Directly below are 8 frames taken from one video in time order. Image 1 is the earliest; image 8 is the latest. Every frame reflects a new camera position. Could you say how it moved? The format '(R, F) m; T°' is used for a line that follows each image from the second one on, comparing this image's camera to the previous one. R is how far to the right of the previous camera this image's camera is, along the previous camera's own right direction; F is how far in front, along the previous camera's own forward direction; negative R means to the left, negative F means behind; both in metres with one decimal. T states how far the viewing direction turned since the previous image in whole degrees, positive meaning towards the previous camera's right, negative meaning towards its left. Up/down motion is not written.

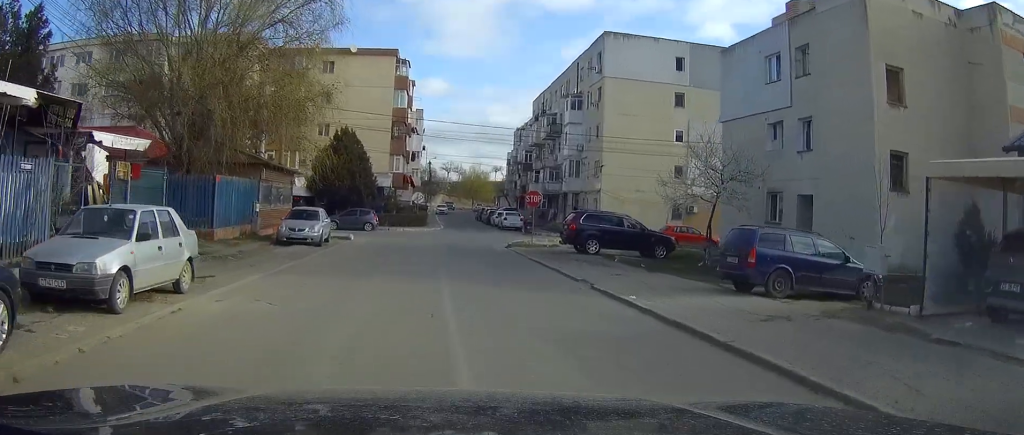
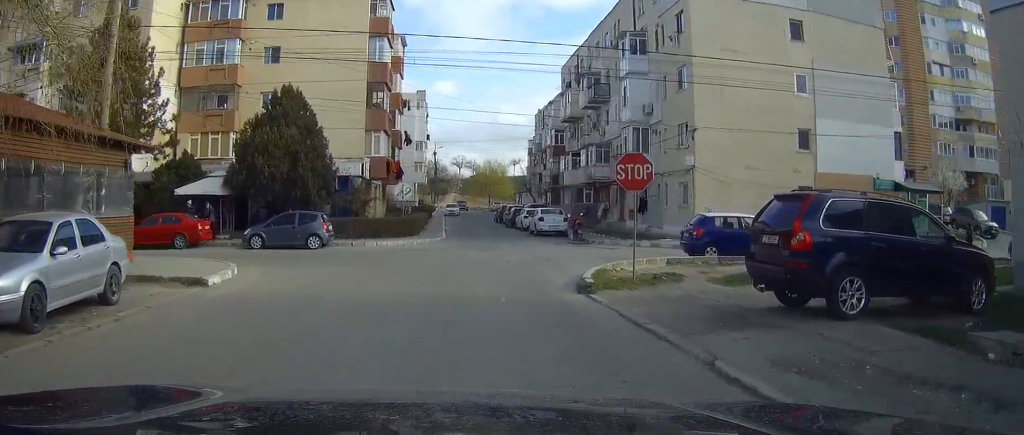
(+0.4, +20.4) m; +3°
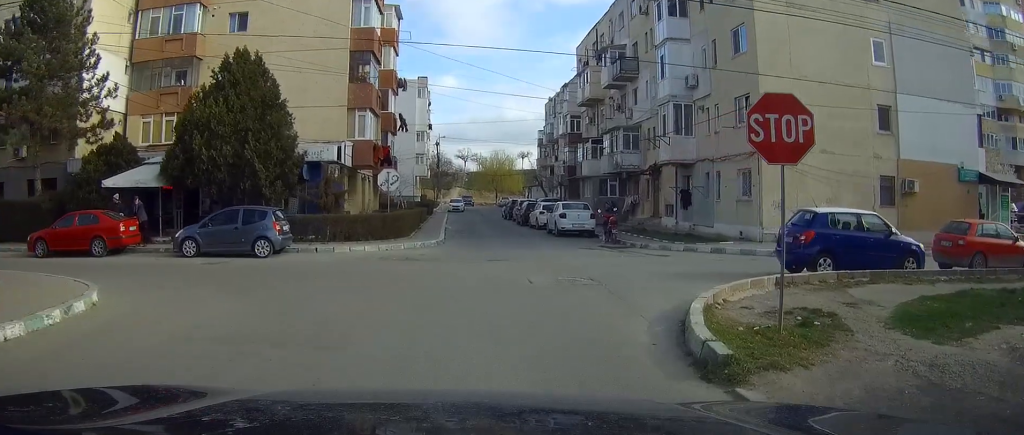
(+0.1, +7.7) m; -1°
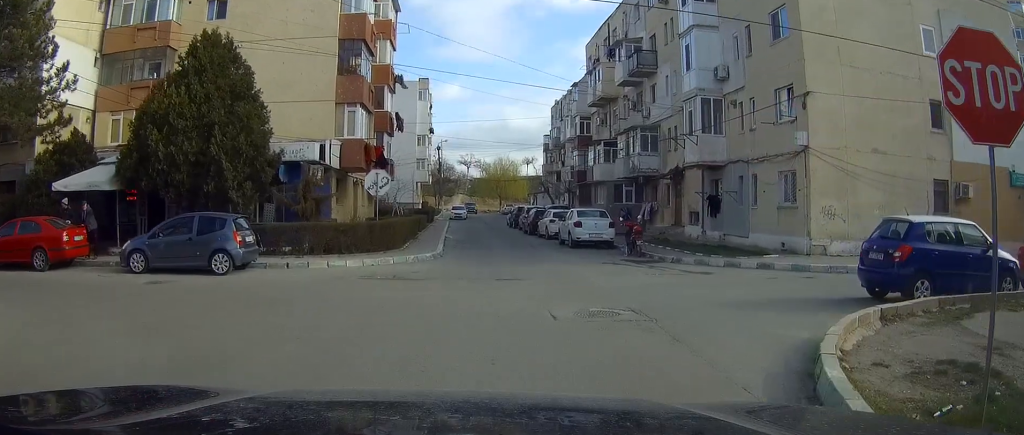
(-0.1, +3.5) m; -1°
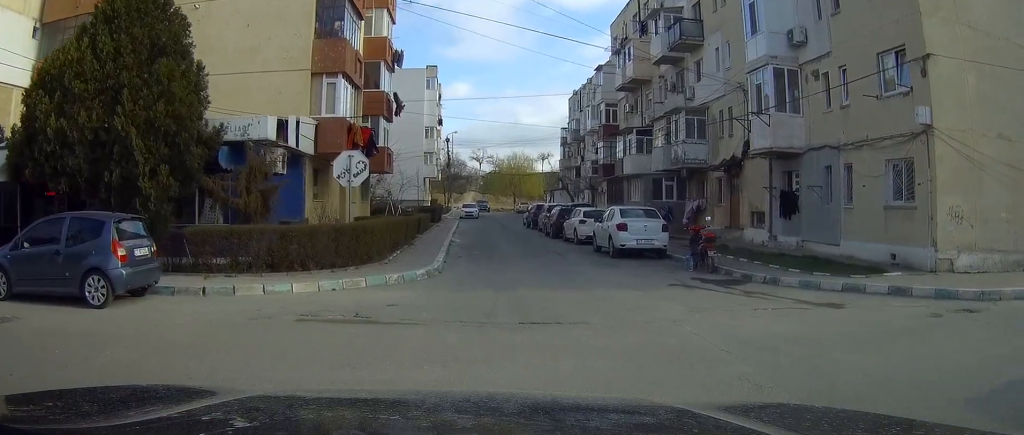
(0.0, +6.4) m; -3°
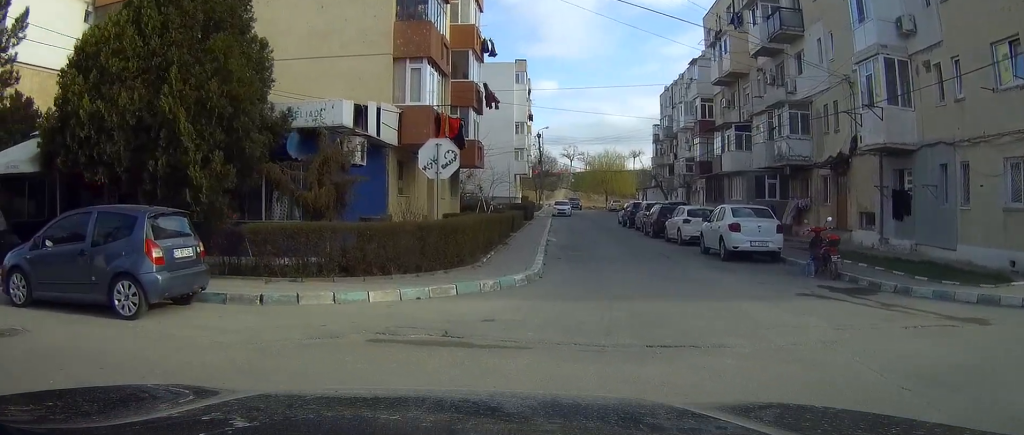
(+0.2, +1.6) m; -14°
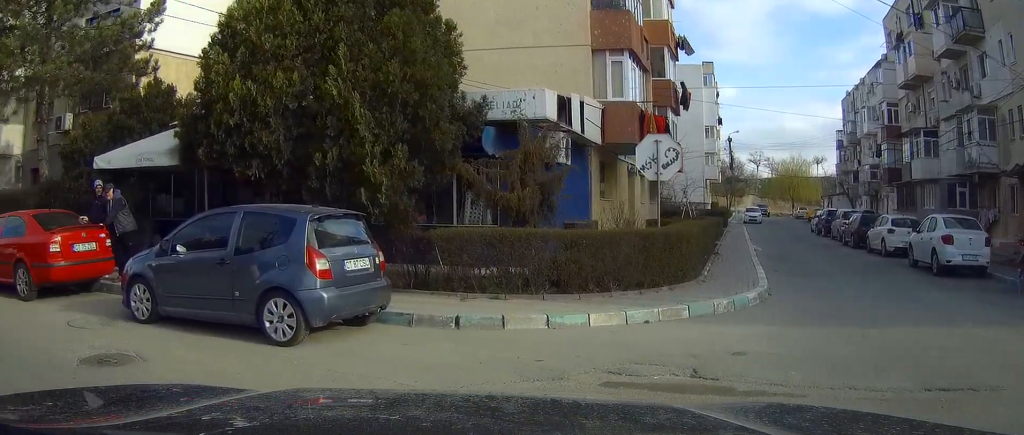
(-0.5, +1.2) m; -19°
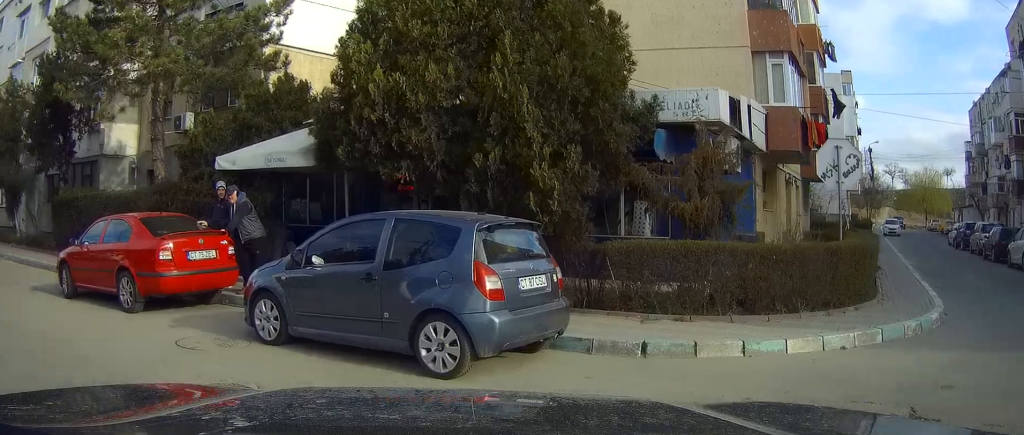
(-0.1, +0.9) m; -12°
